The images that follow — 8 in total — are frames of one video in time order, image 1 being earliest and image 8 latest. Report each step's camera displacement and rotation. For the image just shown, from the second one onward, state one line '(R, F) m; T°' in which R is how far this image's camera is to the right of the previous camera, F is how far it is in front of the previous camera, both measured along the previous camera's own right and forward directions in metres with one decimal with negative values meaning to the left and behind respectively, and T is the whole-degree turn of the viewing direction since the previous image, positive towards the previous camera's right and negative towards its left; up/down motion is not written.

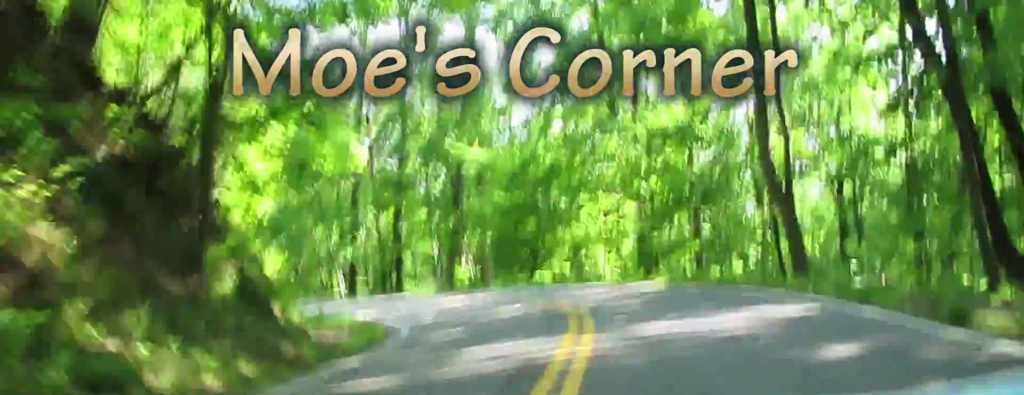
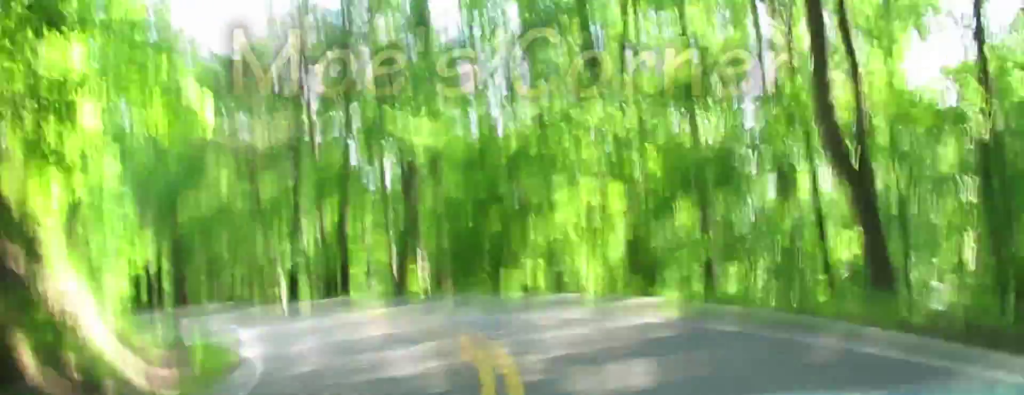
(+1.6, +13.4) m; +4°
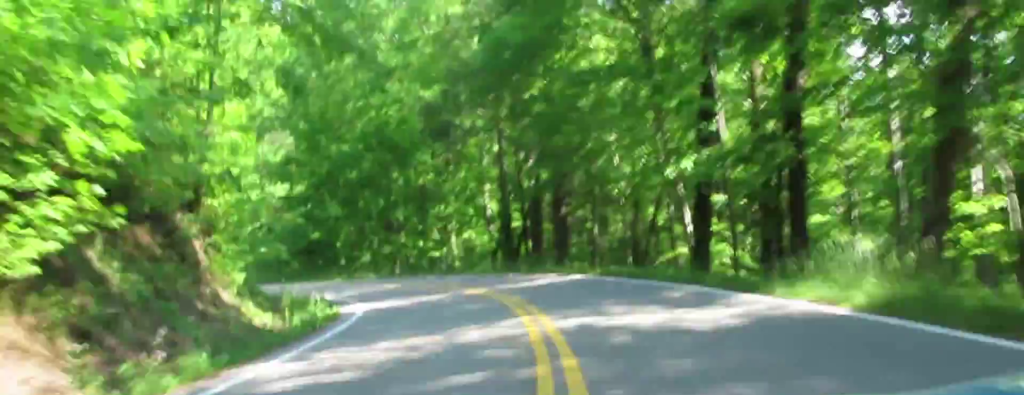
(-0.2, +34.8) m; -14°
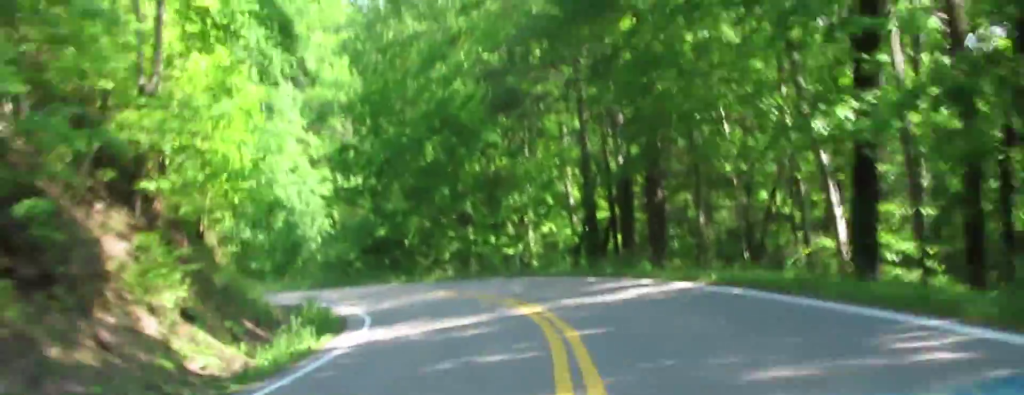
(-1.3, +10.1) m; -12°
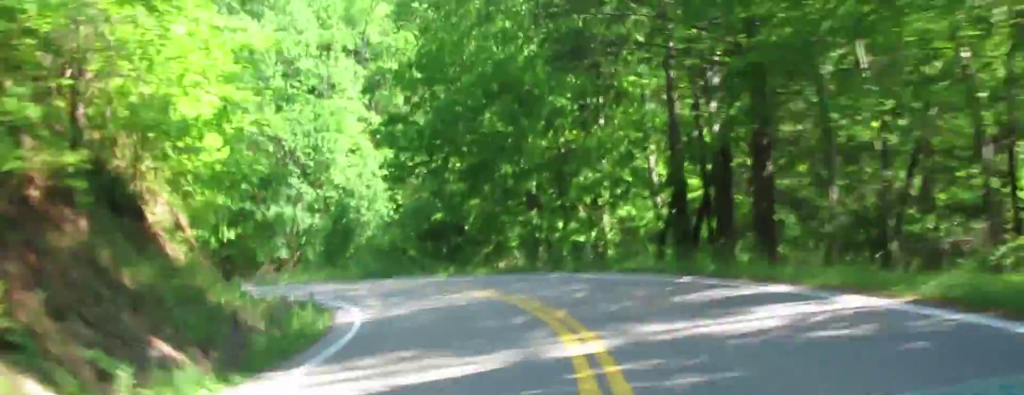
(-0.1, +9.1) m; -10°
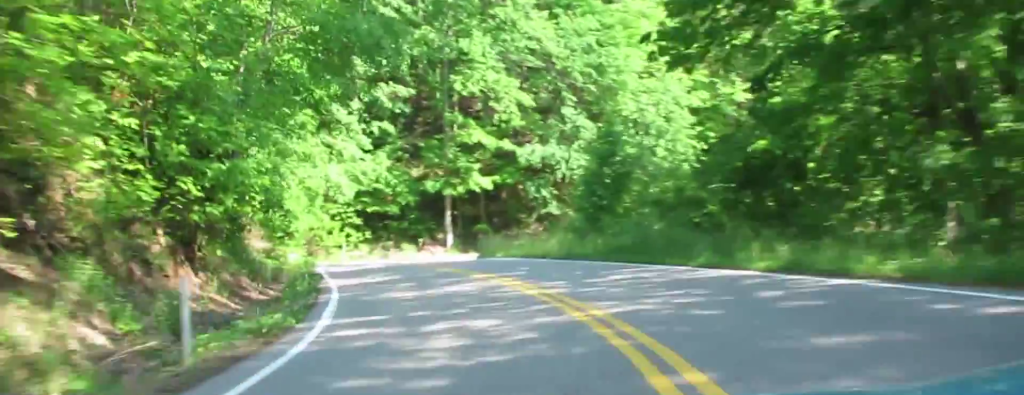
(-6.0, +23.3) m; -12°
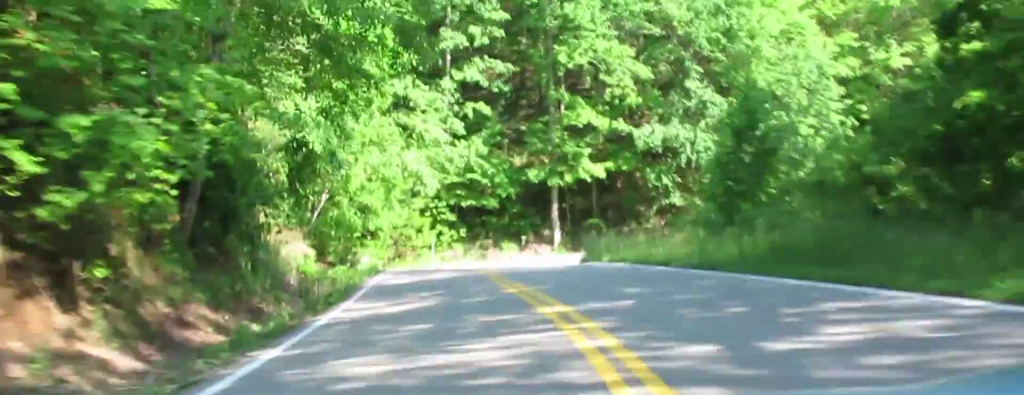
(-0.5, +8.2) m; +4°
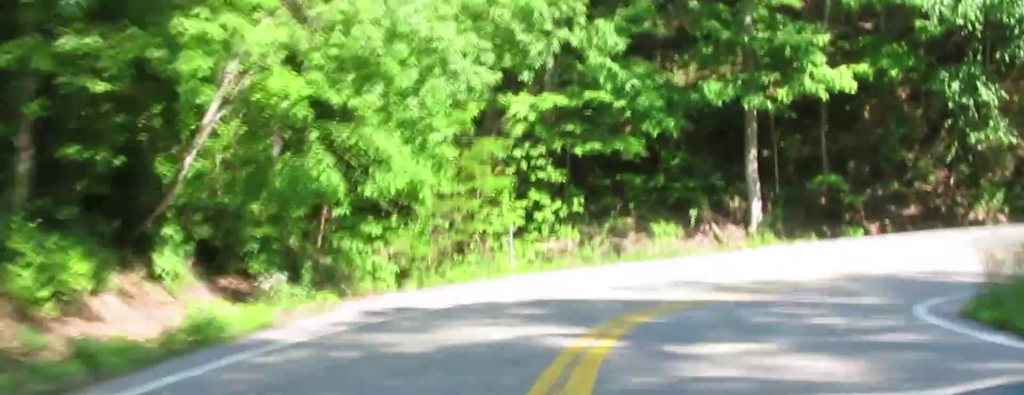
(+4.9, +17.9) m; +39°
